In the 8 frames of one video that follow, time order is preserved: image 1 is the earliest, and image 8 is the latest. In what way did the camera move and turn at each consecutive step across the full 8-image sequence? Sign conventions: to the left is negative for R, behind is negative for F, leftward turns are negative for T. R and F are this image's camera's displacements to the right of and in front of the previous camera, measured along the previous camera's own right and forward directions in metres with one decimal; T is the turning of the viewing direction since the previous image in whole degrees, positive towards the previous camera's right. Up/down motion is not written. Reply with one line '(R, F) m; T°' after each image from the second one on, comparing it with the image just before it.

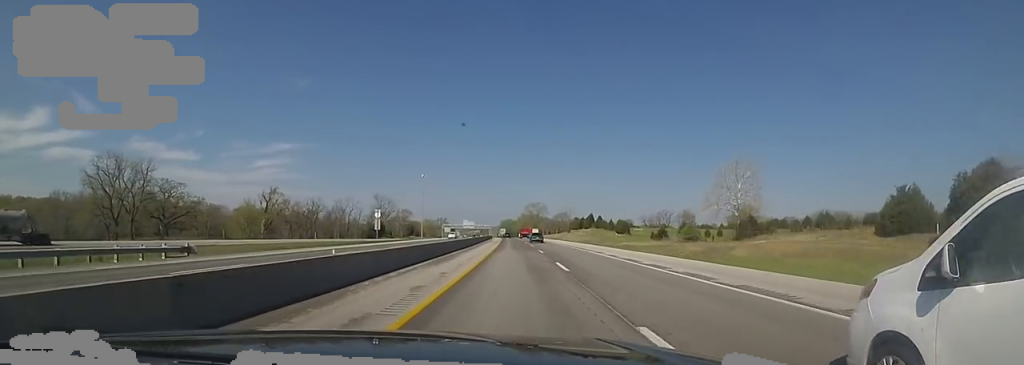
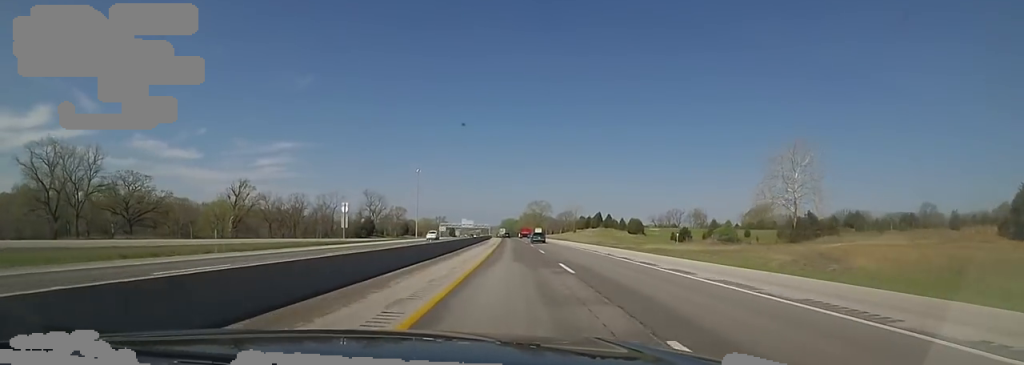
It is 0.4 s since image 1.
(-0.2, +17.0) m; 0°
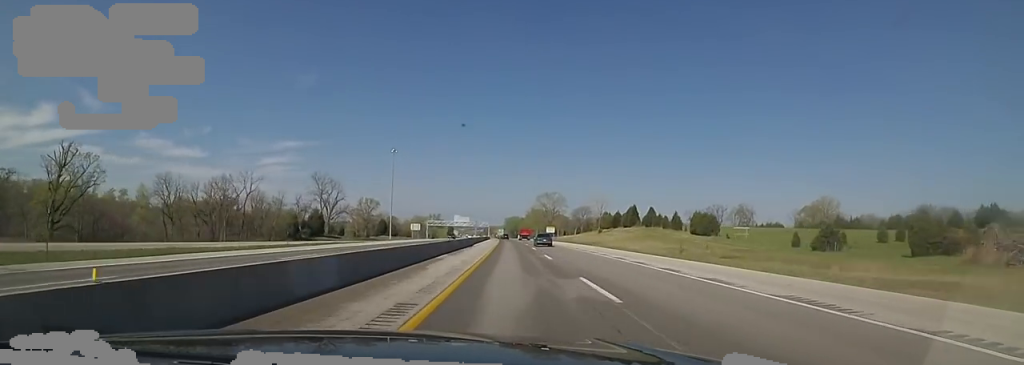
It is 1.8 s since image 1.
(+0.2, +55.6) m; -1°
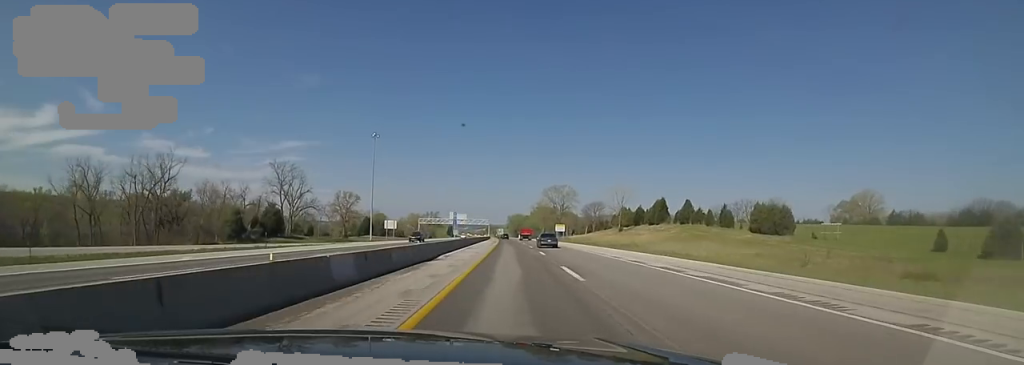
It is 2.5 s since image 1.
(-0.3, +27.2) m; -1°
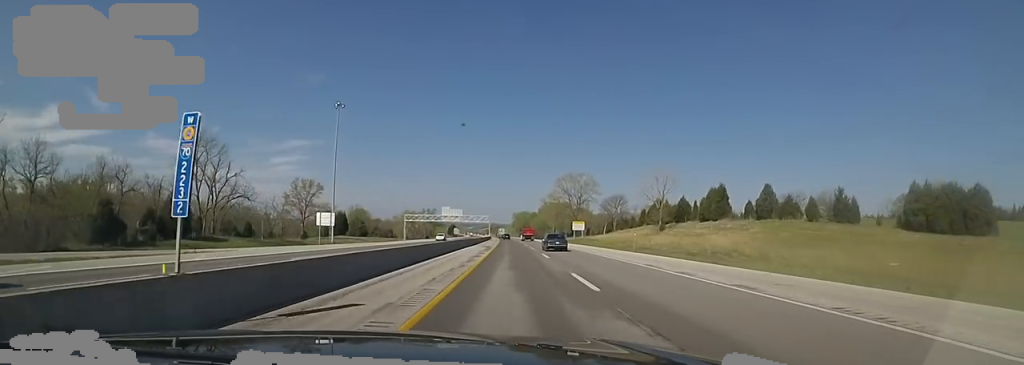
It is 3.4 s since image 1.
(-0.1, +34.3) m; 0°
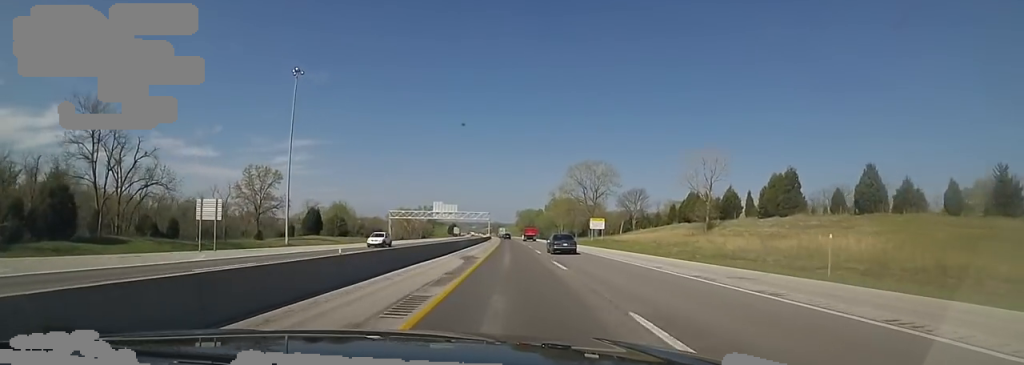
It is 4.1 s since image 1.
(0.0, +23.8) m; 0°
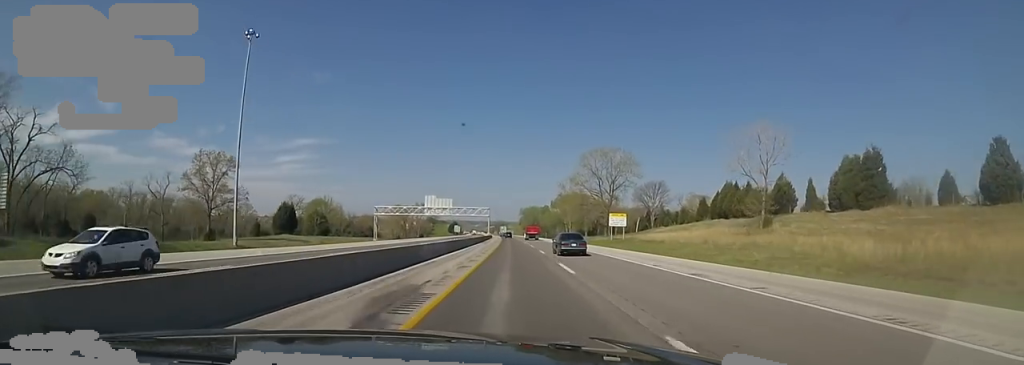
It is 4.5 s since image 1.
(0.0, +17.5) m; -1°
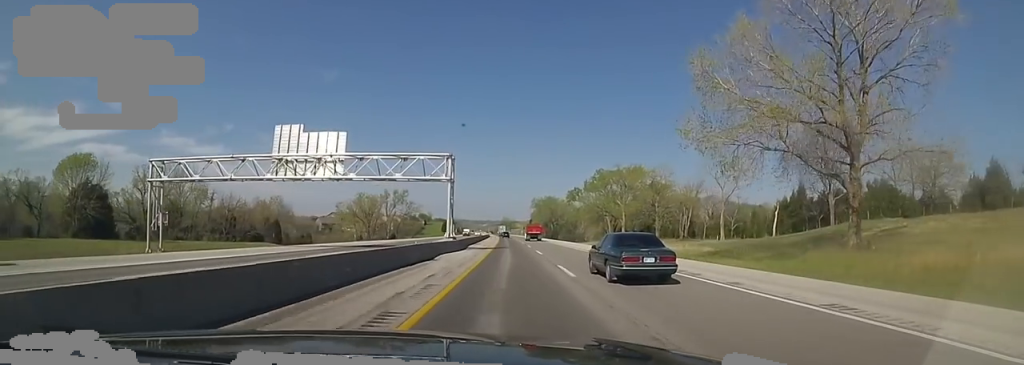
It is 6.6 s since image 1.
(-2.1, +78.5) m; -2°
